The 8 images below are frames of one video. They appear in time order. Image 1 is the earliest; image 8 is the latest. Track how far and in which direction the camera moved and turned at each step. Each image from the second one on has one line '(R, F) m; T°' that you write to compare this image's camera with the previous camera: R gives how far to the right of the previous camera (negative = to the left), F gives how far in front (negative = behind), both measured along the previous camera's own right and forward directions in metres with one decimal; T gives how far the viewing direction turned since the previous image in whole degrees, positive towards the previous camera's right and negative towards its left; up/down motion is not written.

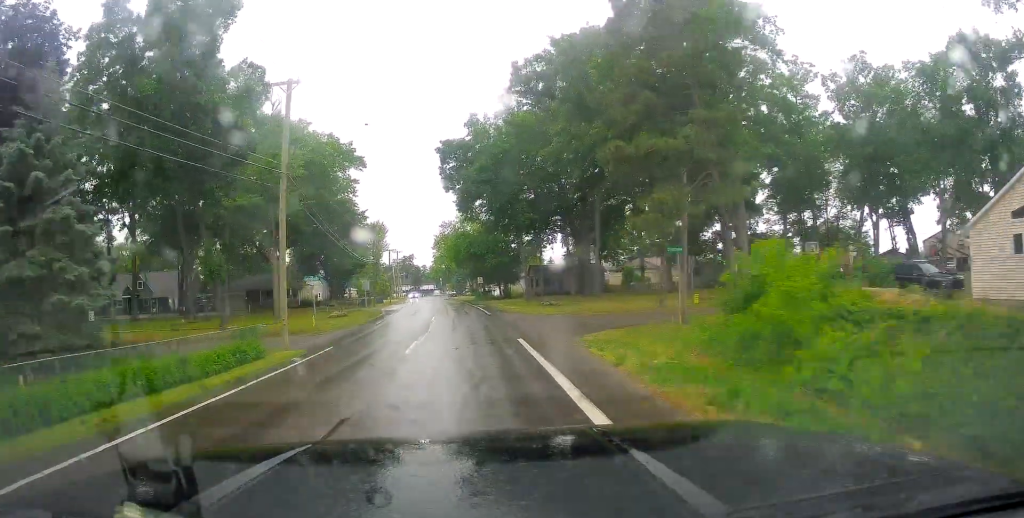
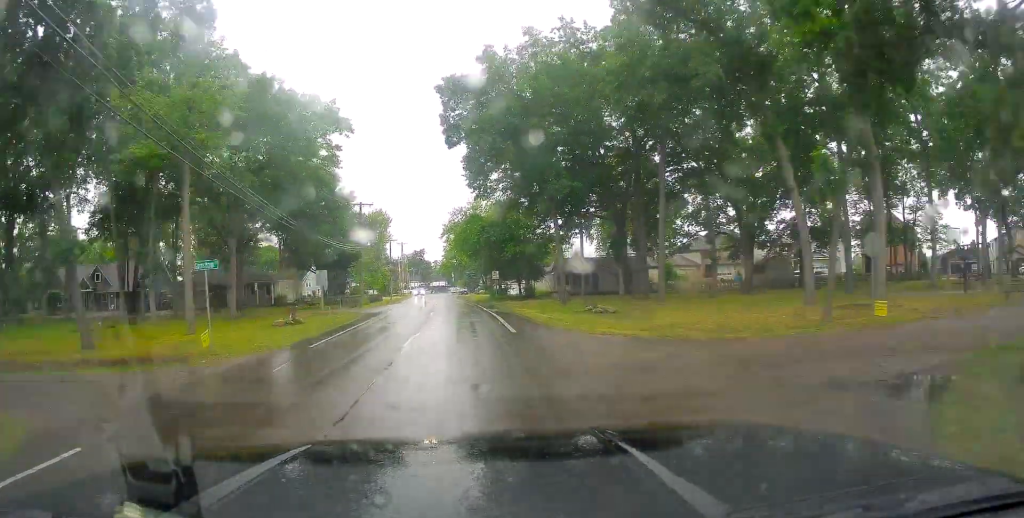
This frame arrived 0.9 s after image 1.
(+0.2, +16.2) m; 0°
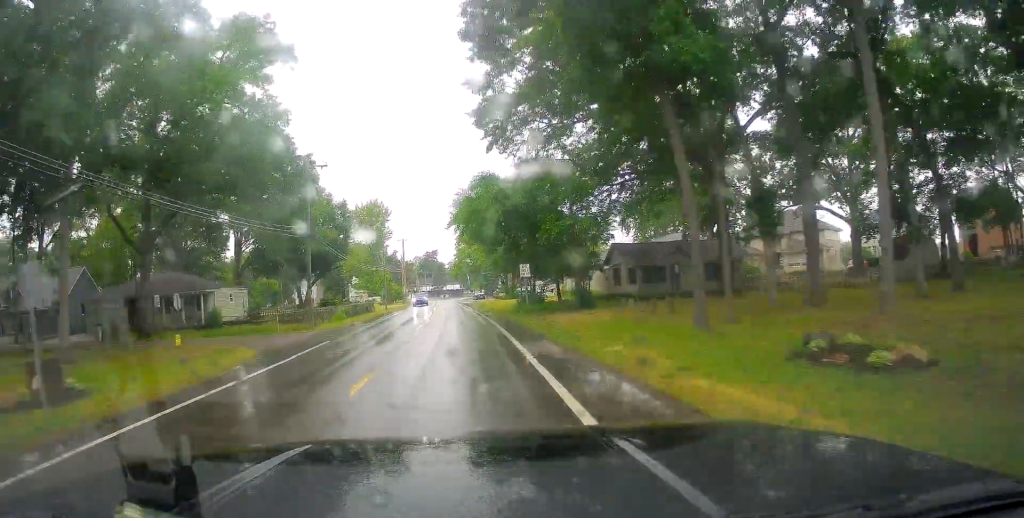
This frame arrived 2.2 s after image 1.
(-0.5, +22.4) m; -2°
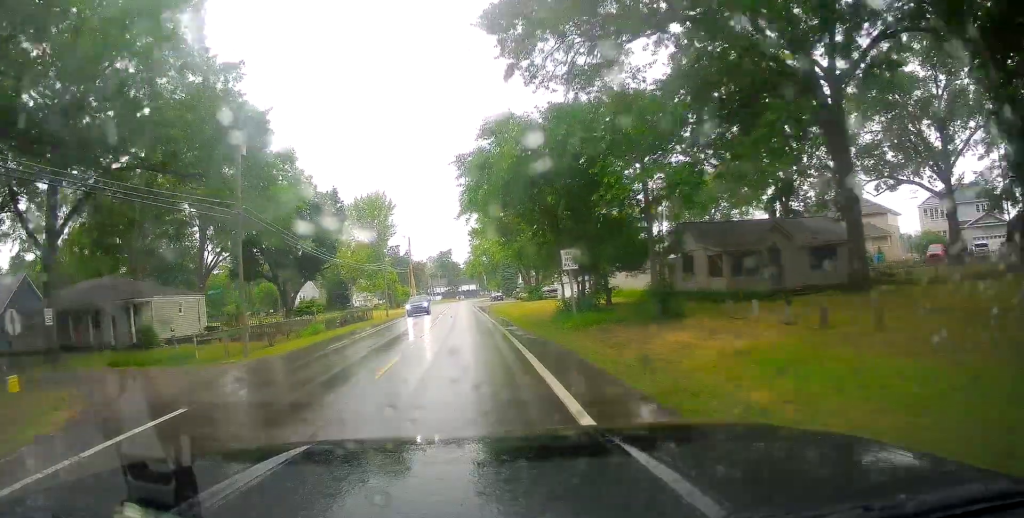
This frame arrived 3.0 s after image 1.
(-0.1, +13.1) m; 0°
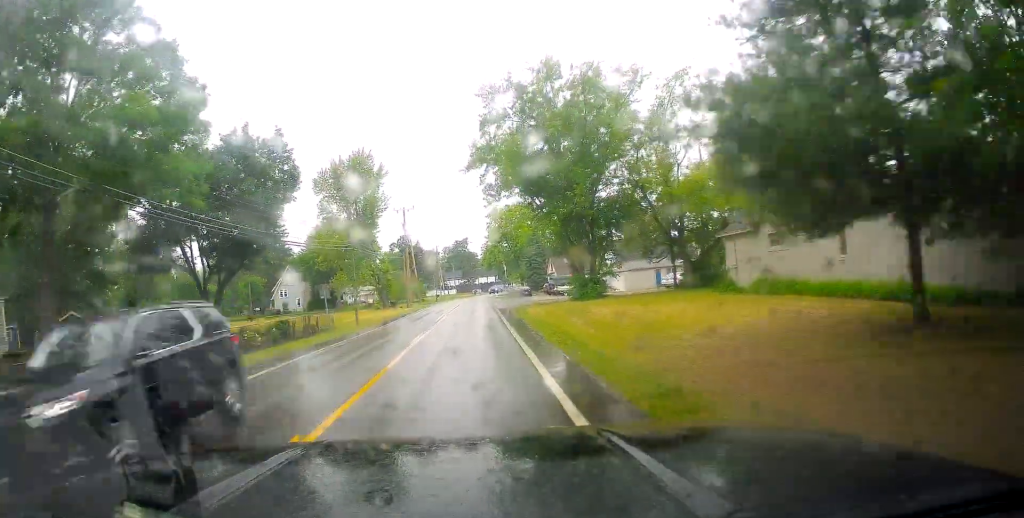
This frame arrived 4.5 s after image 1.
(-0.1, +24.8) m; -2°
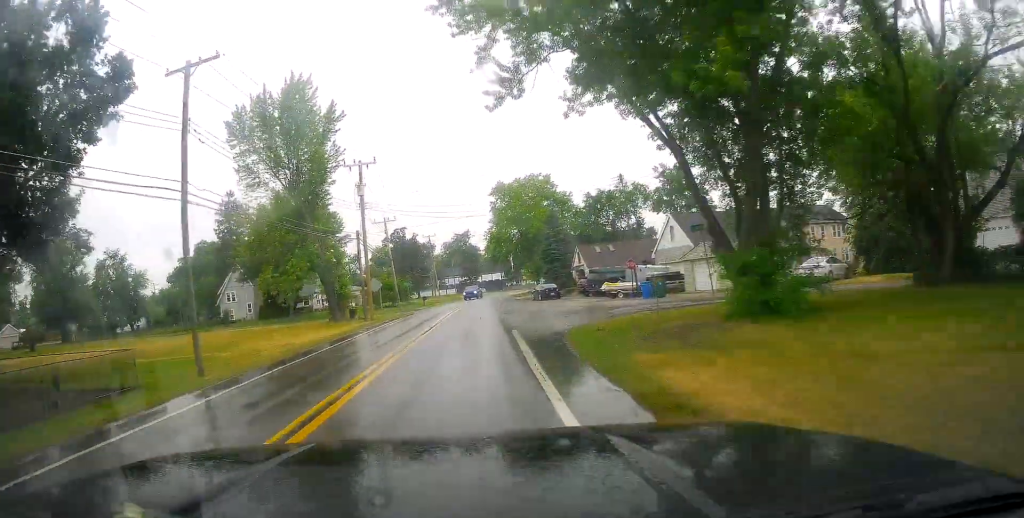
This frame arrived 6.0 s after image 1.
(-1.5, +26.3) m; -4°
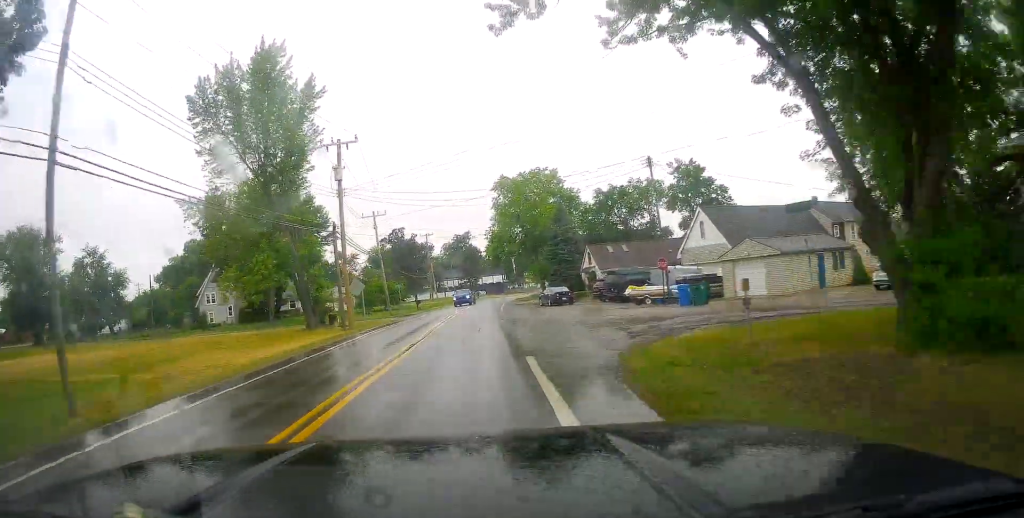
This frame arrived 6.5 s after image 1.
(-0.2, +7.2) m; 0°
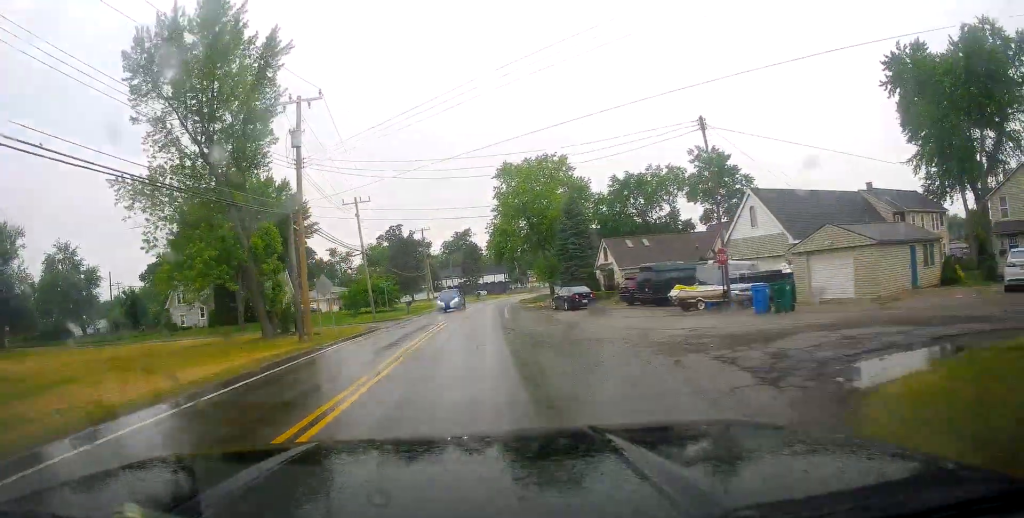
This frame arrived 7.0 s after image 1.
(+0.3, +8.9) m; +2°
